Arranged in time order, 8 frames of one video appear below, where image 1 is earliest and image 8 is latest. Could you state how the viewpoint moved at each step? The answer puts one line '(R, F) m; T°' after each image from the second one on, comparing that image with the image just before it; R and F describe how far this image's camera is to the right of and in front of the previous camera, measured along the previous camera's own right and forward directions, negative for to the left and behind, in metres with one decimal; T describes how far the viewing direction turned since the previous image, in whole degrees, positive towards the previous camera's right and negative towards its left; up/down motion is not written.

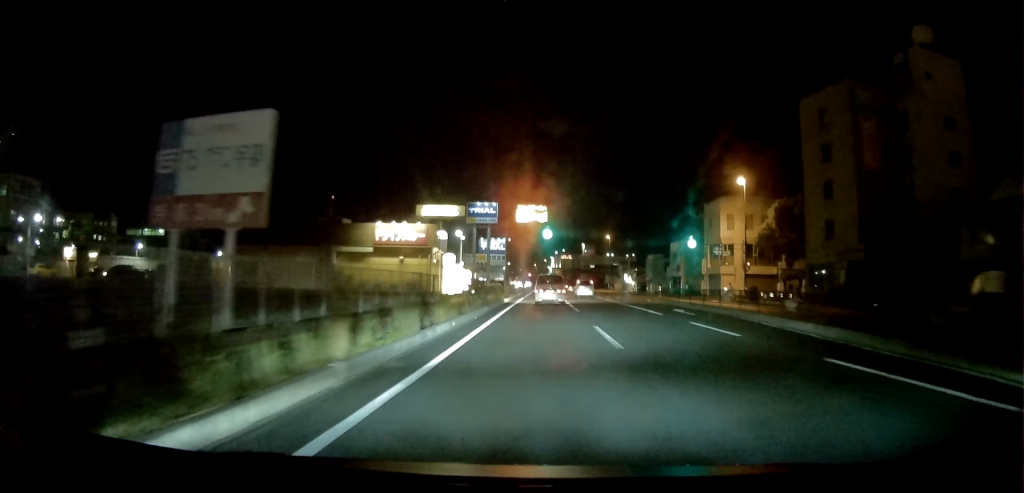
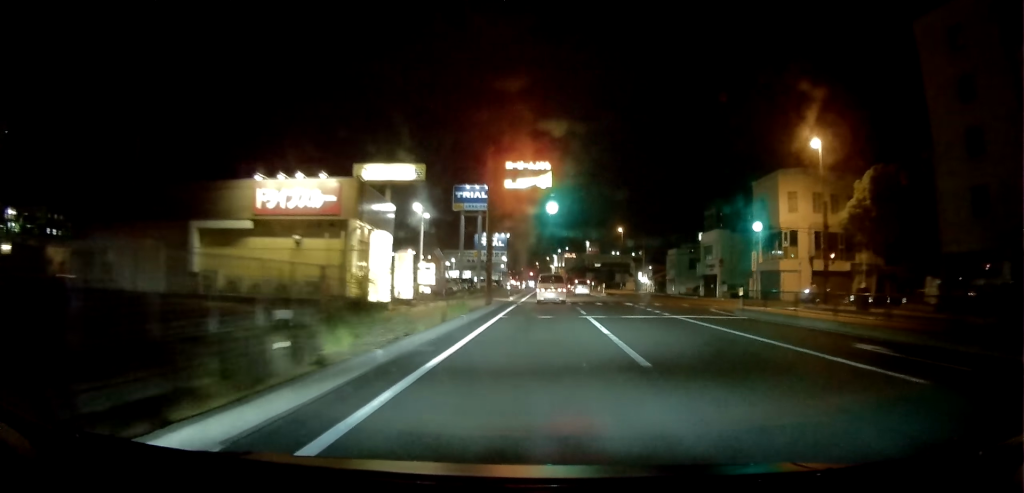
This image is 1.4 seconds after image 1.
(-0.1, +18.4) m; -2°
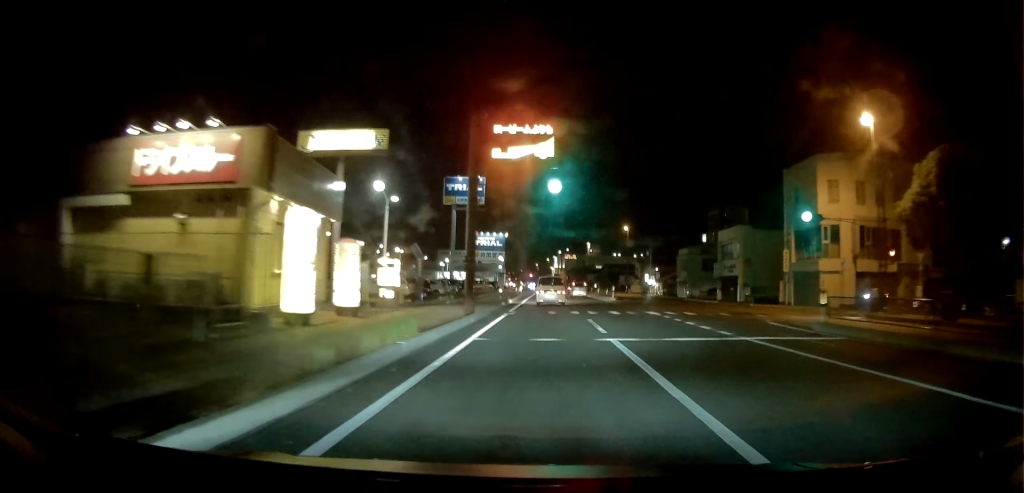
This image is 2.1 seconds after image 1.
(-0.1, +8.6) m; -1°
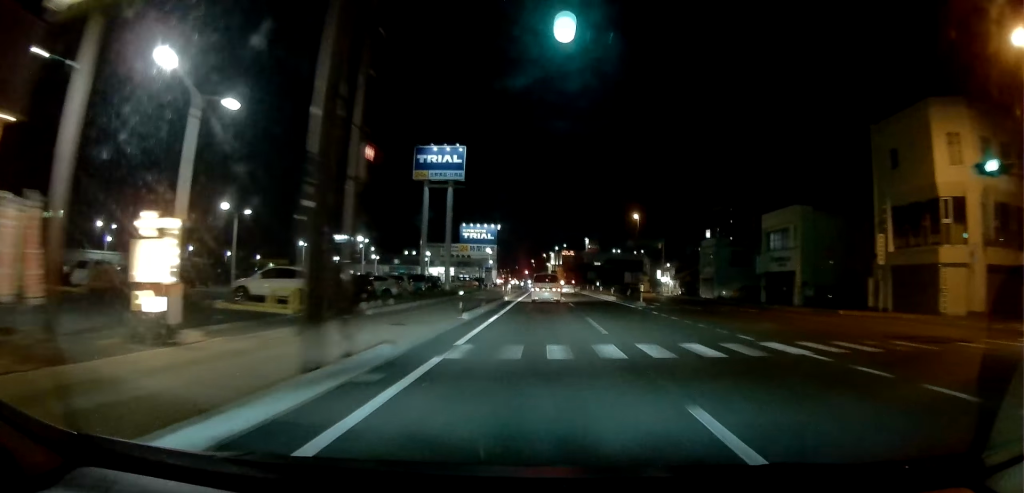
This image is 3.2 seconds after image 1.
(+0.1, +16.5) m; +2°
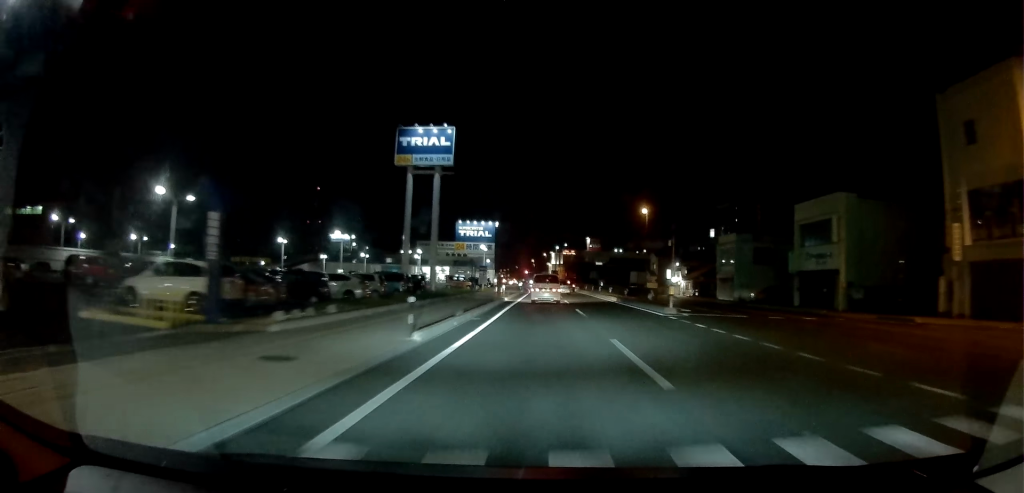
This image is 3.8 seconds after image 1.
(+0.1, +7.7) m; +1°
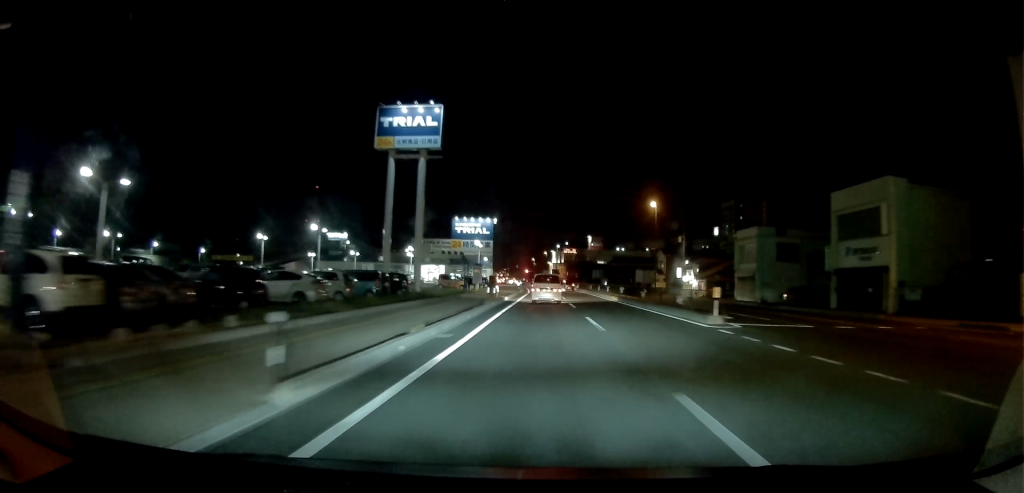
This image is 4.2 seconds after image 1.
(0.0, +6.7) m; 0°
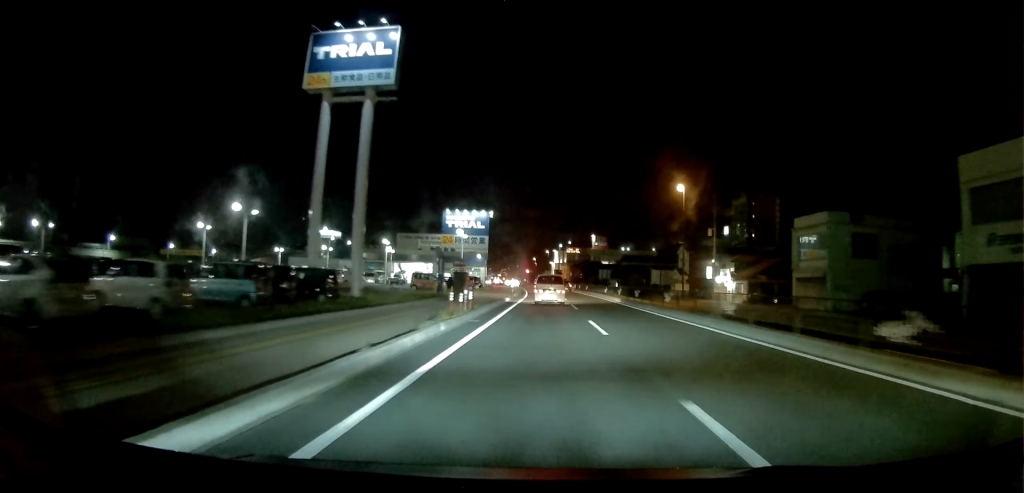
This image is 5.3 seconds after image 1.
(-0.1, +15.6) m; 0°
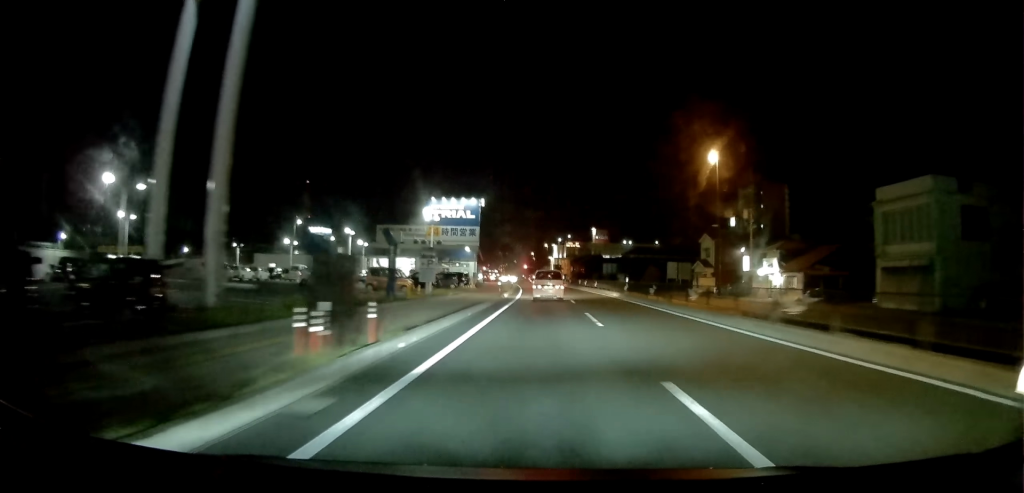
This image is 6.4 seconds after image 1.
(+0.1, +14.1) m; 0°
